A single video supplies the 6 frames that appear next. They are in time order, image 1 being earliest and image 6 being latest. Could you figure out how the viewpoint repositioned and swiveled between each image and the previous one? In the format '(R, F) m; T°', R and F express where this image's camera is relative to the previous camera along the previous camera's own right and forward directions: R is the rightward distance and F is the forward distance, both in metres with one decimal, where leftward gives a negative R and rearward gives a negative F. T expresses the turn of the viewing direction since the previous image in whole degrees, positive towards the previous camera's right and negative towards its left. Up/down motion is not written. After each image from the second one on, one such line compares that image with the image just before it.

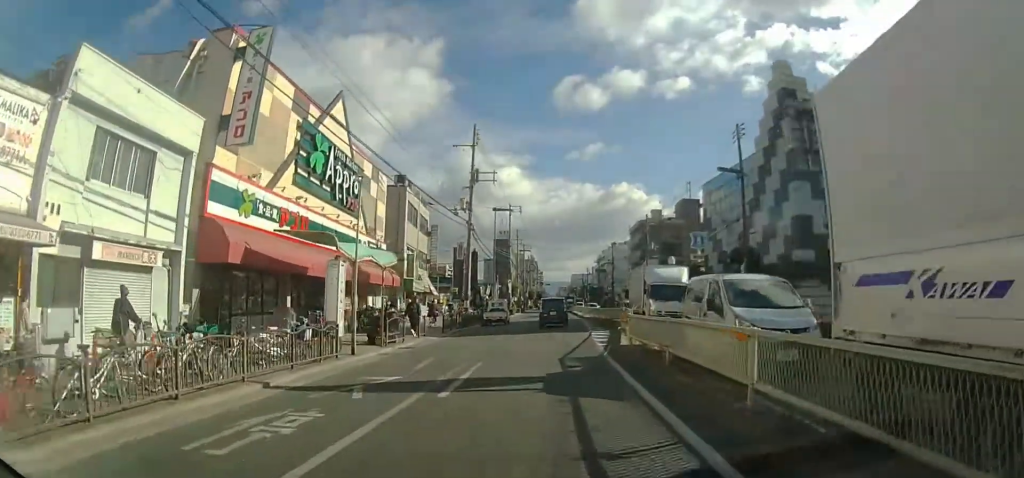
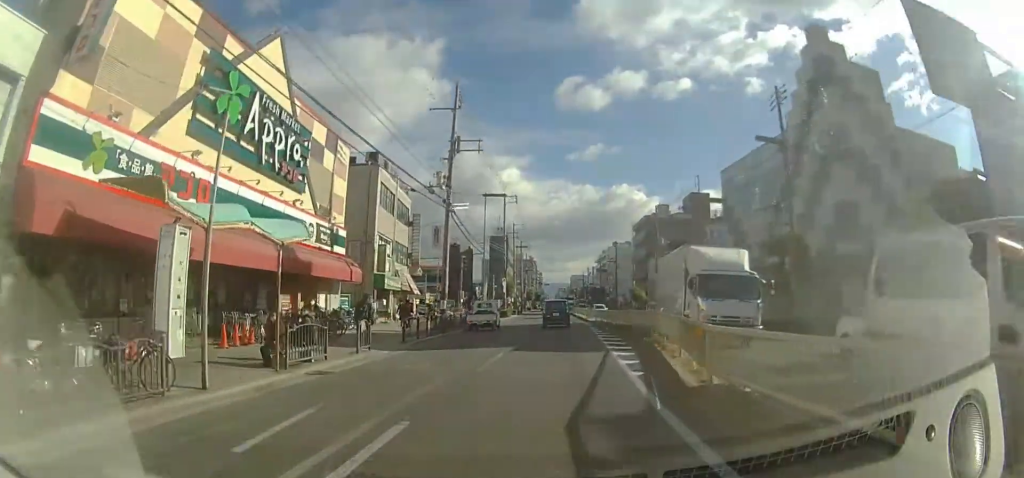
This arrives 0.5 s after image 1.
(0.0, +6.7) m; 0°
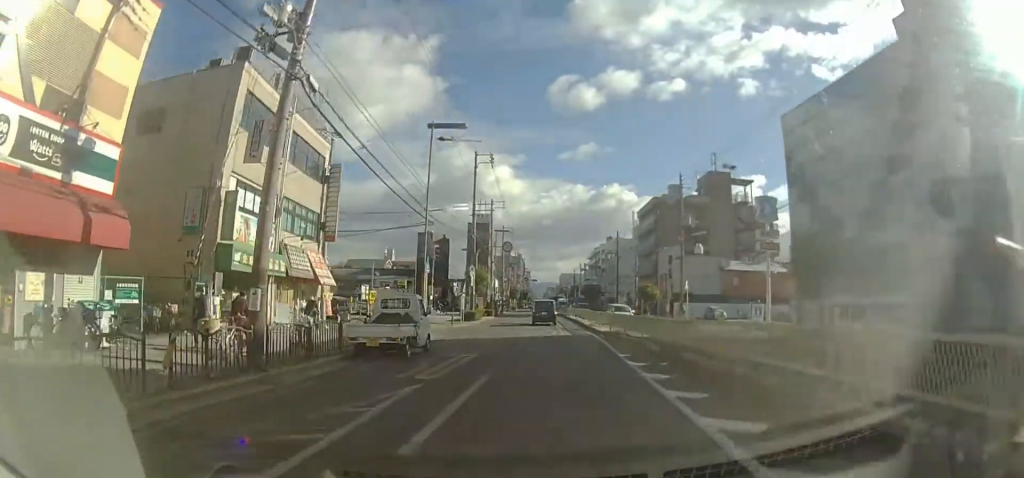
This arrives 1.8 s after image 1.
(0.0, +16.7) m; 0°
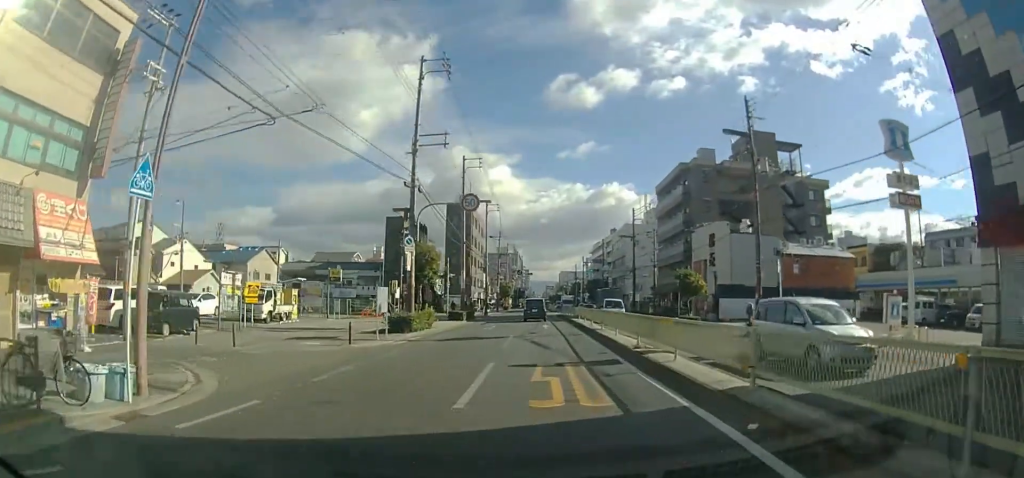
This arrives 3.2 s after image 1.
(+0.1, +17.9) m; +1°
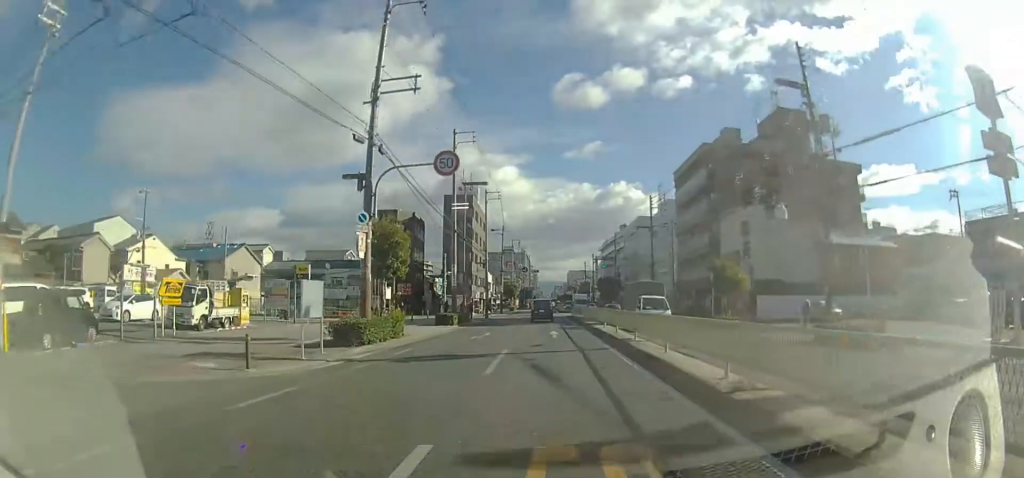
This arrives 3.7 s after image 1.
(0.0, +6.7) m; 0°
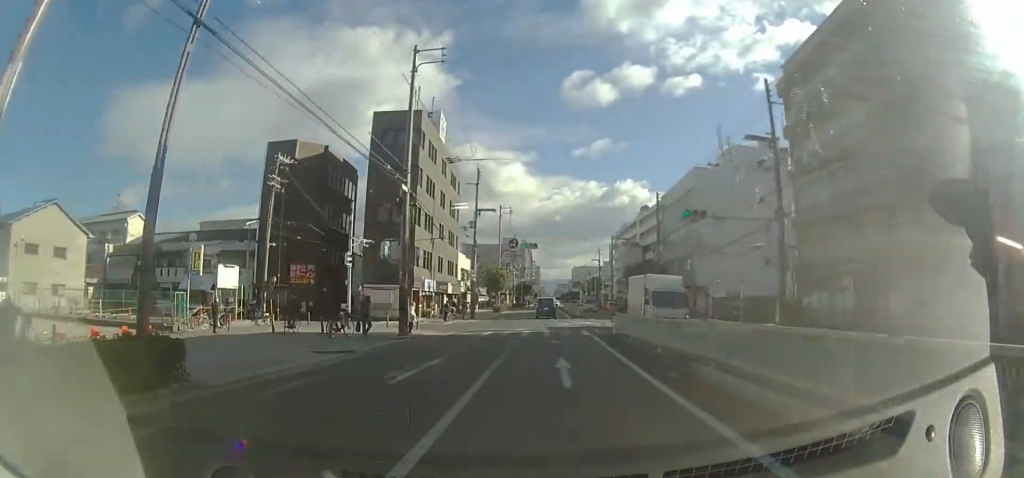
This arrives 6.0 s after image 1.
(+0.1, +31.7) m; 0°
